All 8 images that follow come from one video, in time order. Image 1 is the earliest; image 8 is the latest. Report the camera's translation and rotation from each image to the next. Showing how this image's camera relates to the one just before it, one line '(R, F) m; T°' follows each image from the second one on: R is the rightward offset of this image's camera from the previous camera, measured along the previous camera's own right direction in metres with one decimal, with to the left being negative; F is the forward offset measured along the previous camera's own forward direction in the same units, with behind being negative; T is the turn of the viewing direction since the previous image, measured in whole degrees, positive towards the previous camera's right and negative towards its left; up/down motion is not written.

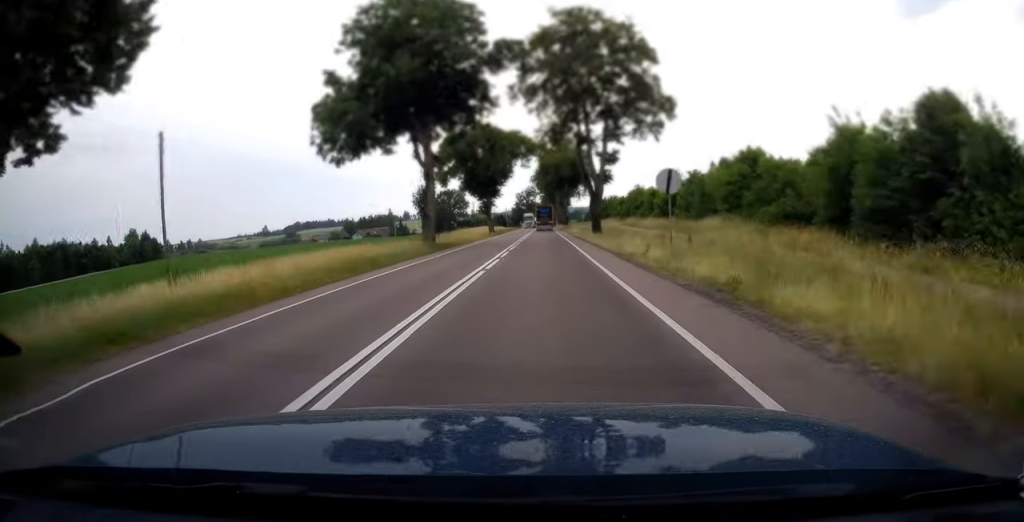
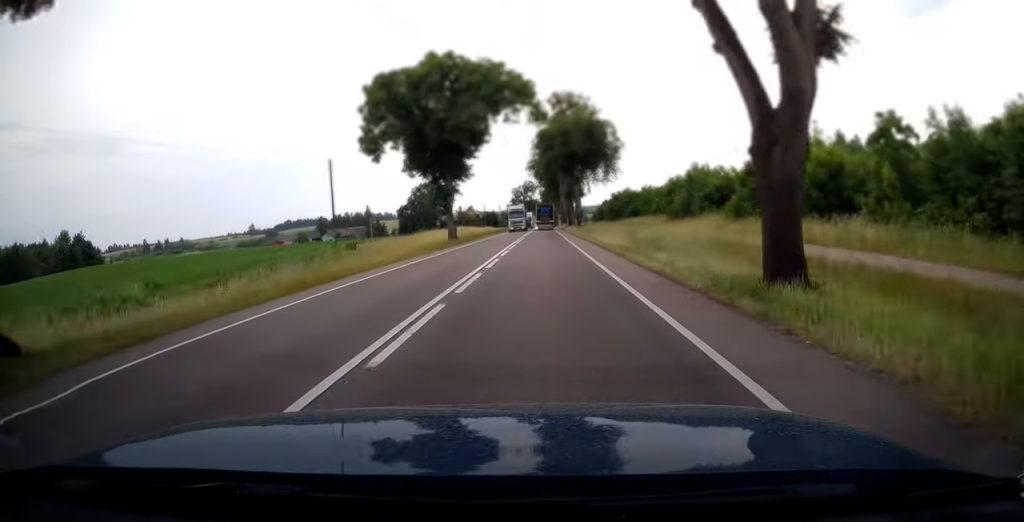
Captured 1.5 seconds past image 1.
(0.0, +36.6) m; 0°
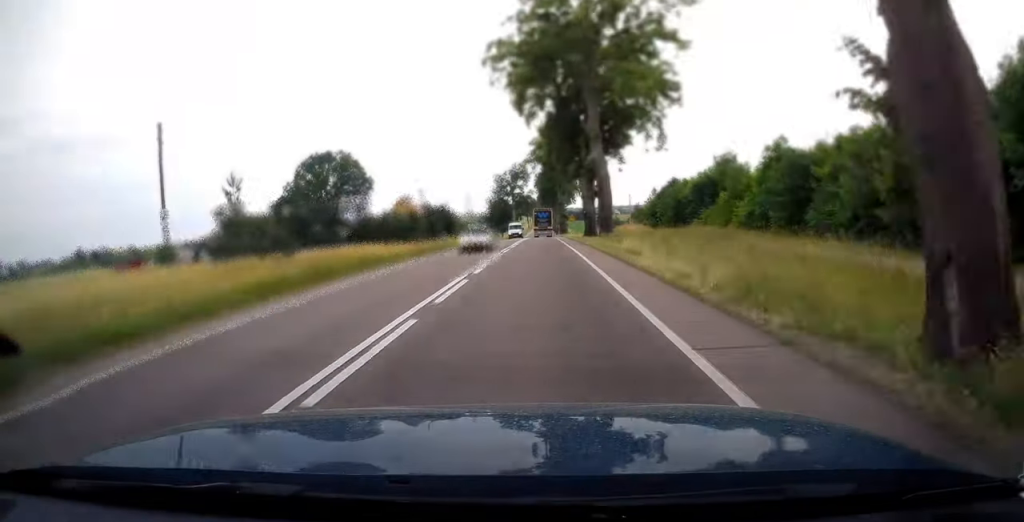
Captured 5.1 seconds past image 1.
(-0.2, +86.7) m; 0°
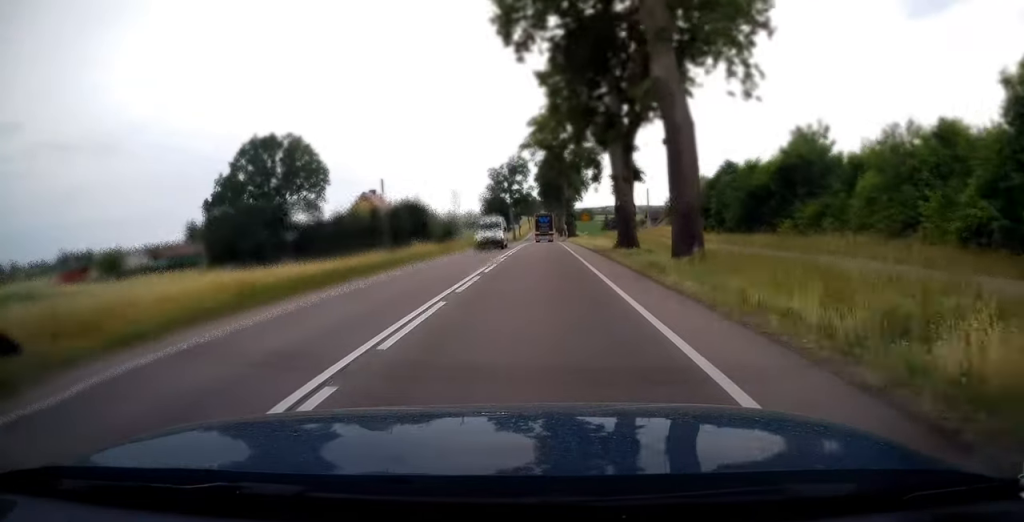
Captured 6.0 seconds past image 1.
(+0.1, +21.8) m; 0°
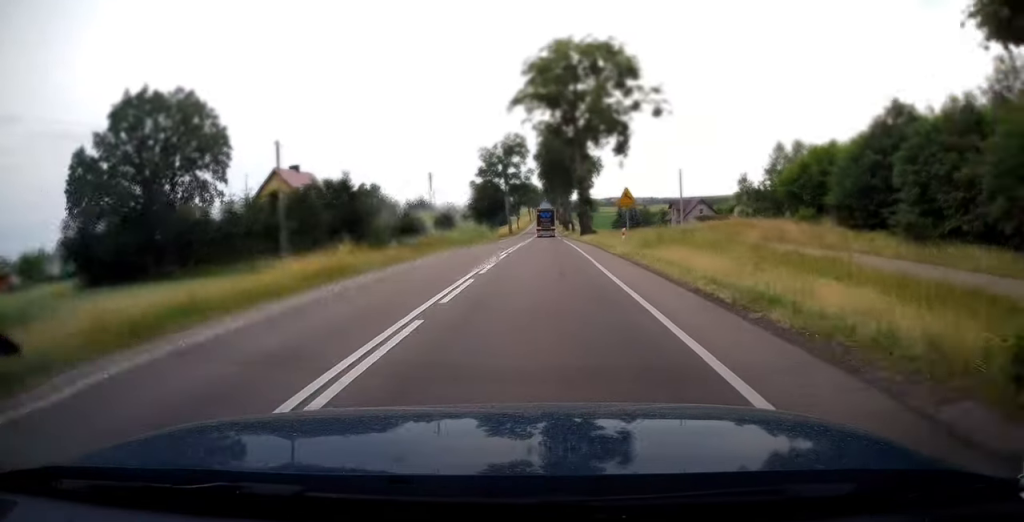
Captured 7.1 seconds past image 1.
(0.0, +26.6) m; 0°
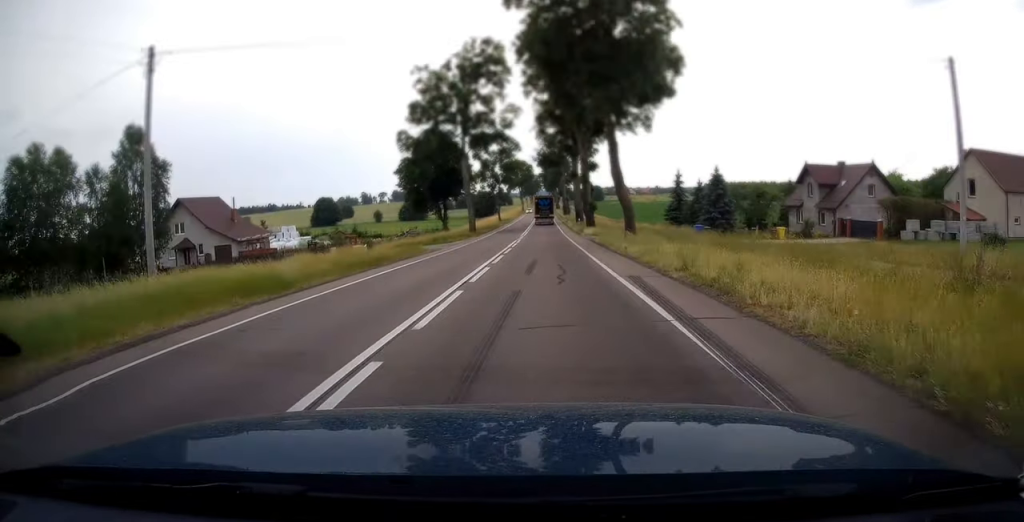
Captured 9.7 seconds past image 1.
(-0.2, +64.7) m; 0°
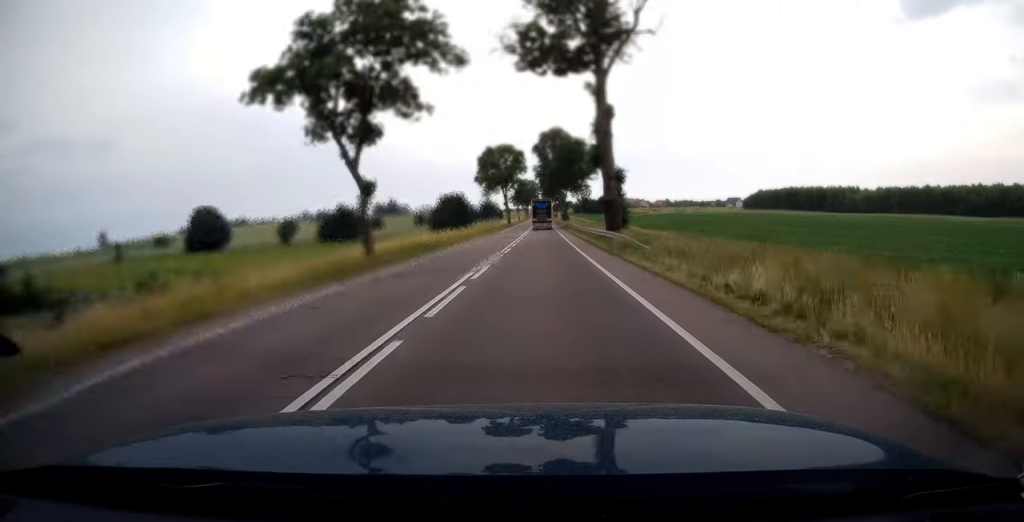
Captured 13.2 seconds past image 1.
(+0.2, +85.9) m; 0°
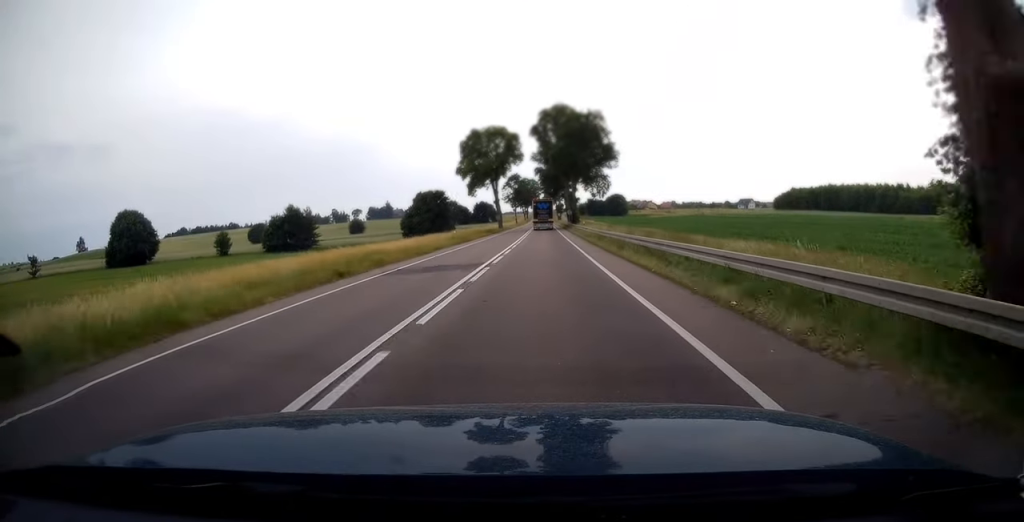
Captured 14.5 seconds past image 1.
(+0.2, +32.7) m; 0°
